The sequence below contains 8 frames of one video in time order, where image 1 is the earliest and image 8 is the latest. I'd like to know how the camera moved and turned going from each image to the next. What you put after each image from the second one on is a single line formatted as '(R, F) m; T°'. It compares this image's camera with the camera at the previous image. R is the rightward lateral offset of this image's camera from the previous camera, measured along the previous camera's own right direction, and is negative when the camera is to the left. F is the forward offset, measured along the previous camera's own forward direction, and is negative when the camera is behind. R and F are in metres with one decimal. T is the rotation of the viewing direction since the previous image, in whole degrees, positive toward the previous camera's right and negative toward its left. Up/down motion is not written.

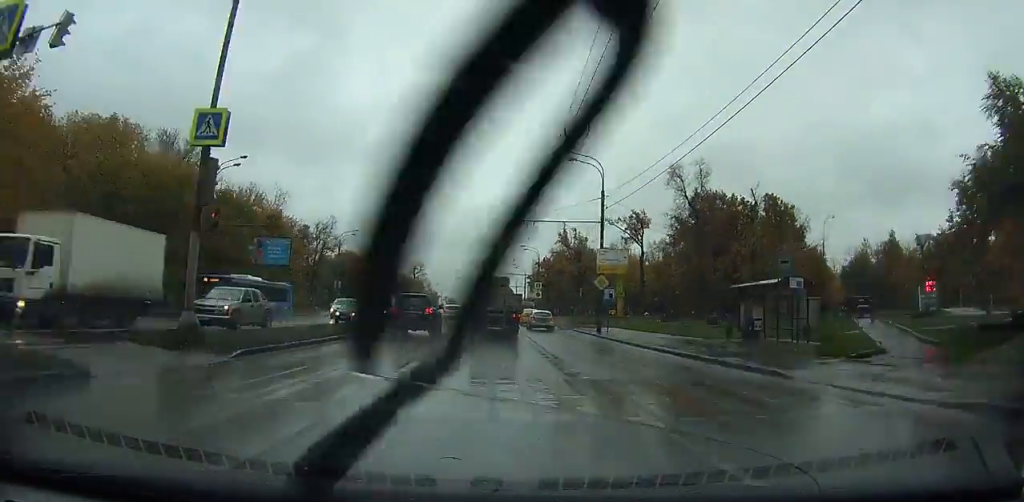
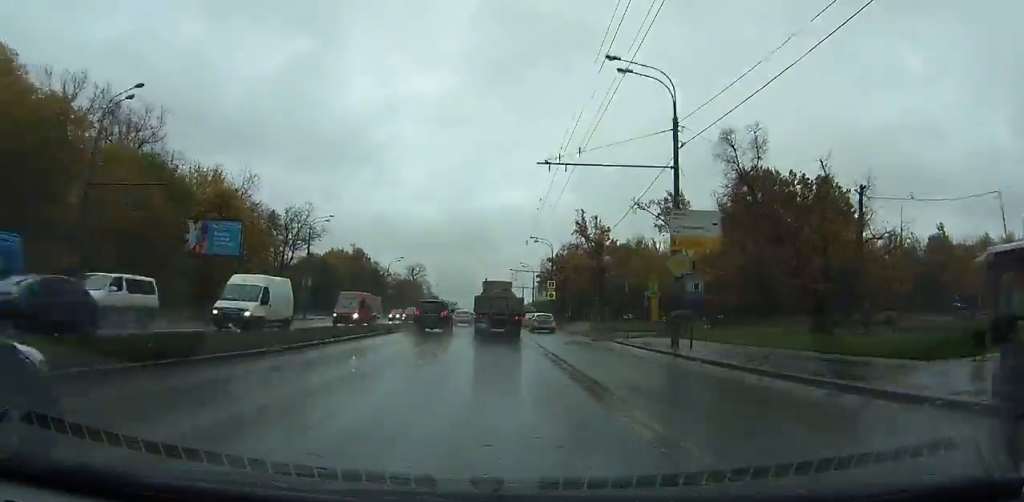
(0.0, +15.0) m; 0°
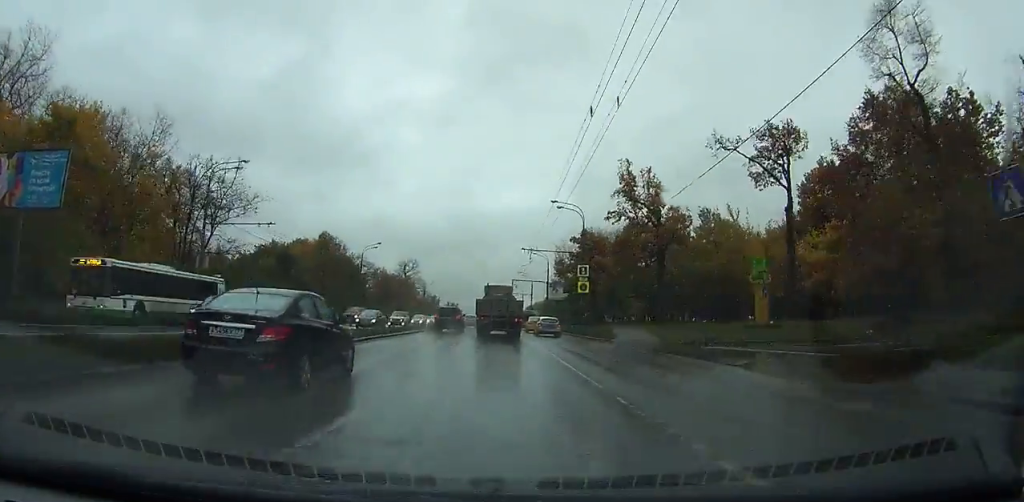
(0.0, +24.7) m; 0°
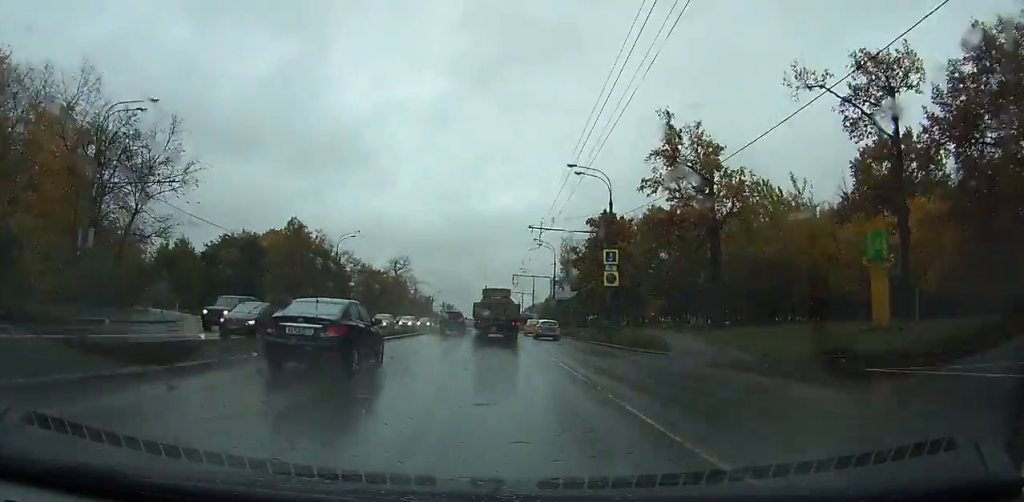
(0.0, +12.3) m; 0°
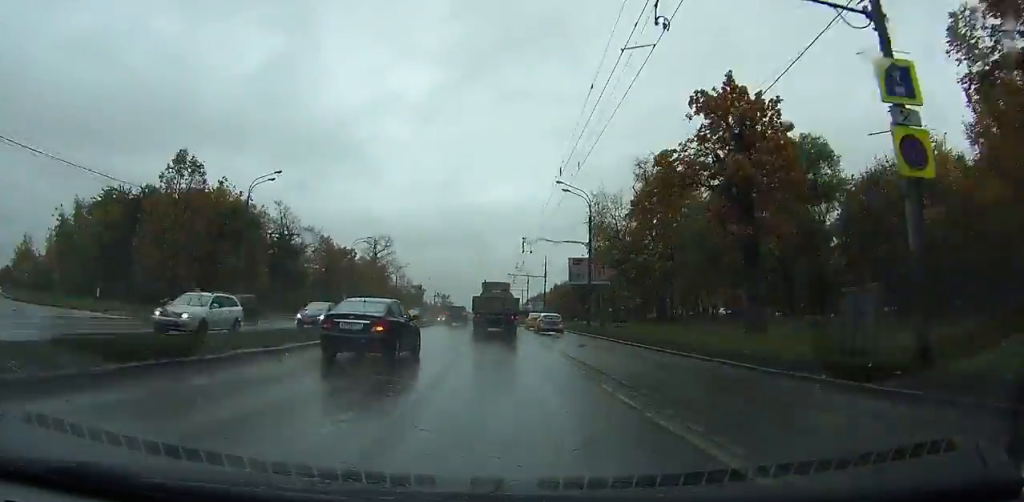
(+0.1, +26.6) m; 0°
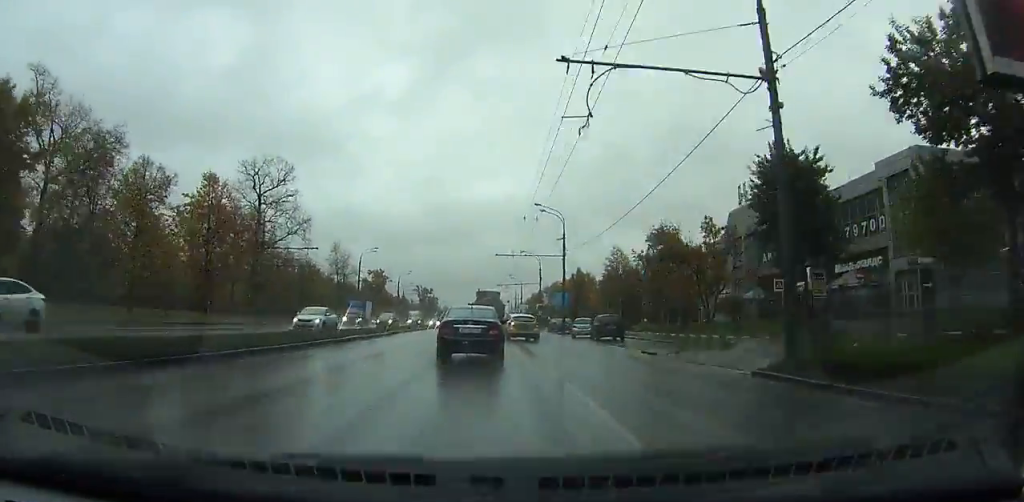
(+0.5, +72.9) m; +1°
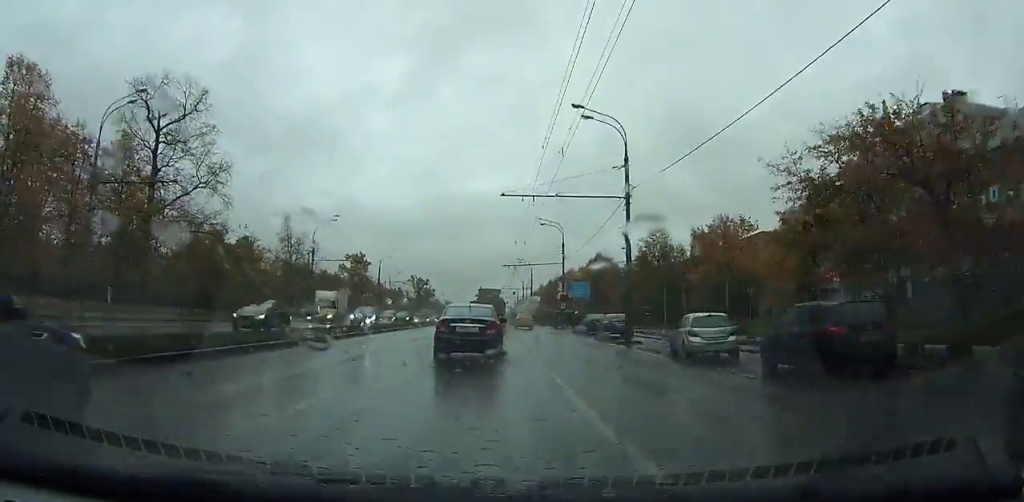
(+0.1, +26.7) m; 0°
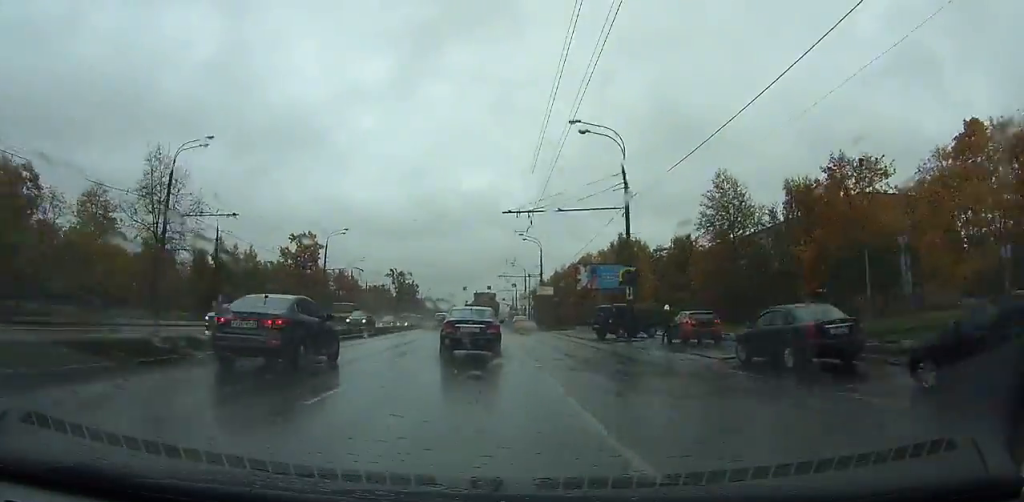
(0.0, +32.6) m; 0°
